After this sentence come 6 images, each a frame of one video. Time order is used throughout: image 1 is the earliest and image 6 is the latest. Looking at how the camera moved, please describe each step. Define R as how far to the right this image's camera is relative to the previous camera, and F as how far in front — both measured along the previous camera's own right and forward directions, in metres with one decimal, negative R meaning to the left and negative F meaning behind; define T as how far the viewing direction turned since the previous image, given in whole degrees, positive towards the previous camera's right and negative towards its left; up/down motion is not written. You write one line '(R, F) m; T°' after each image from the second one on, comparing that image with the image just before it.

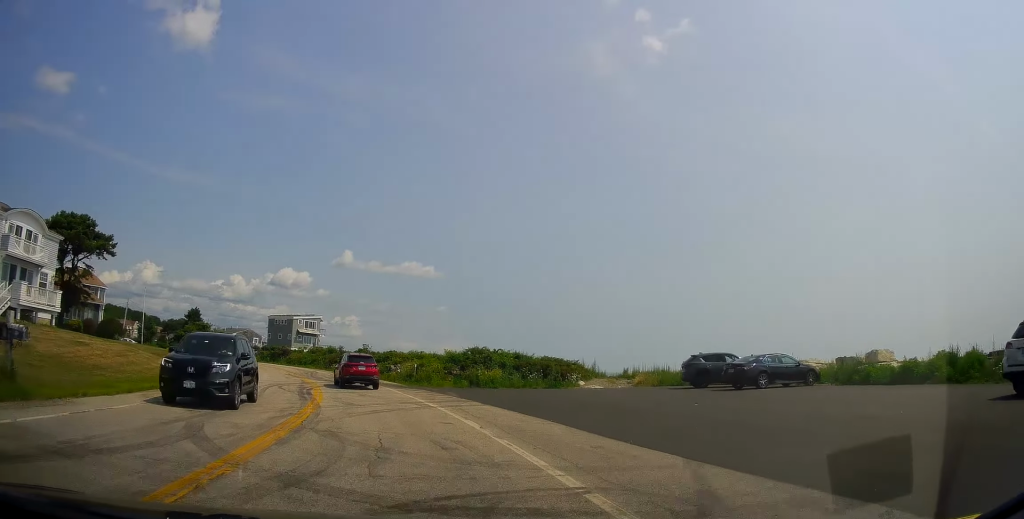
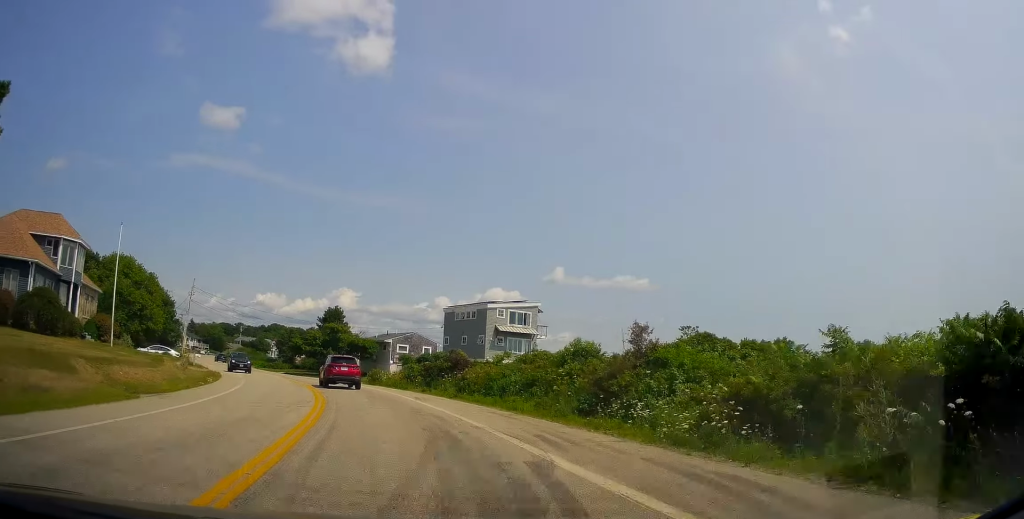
(-9.1, +43.4) m; -23°
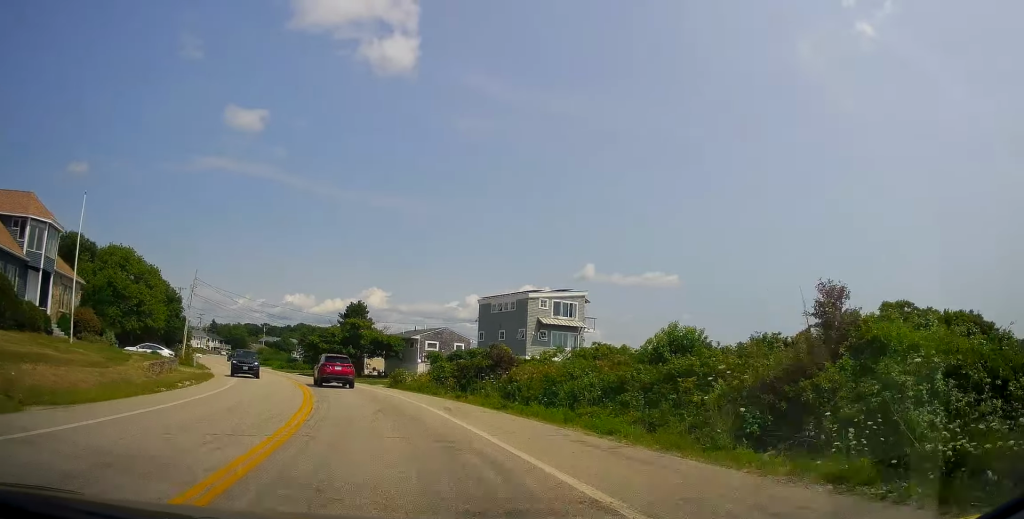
(-0.2, +7.2) m; -3°
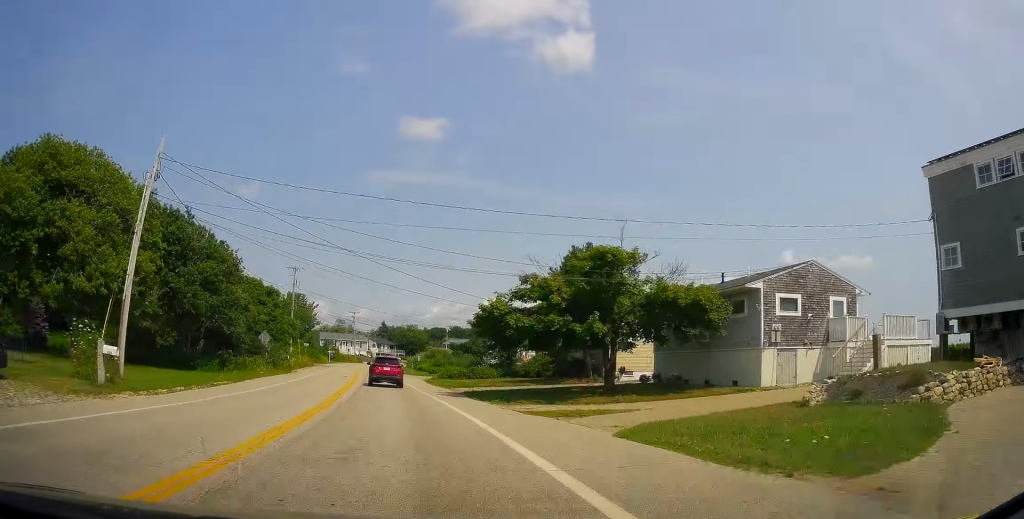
(-6.9, +38.1) m; -17°
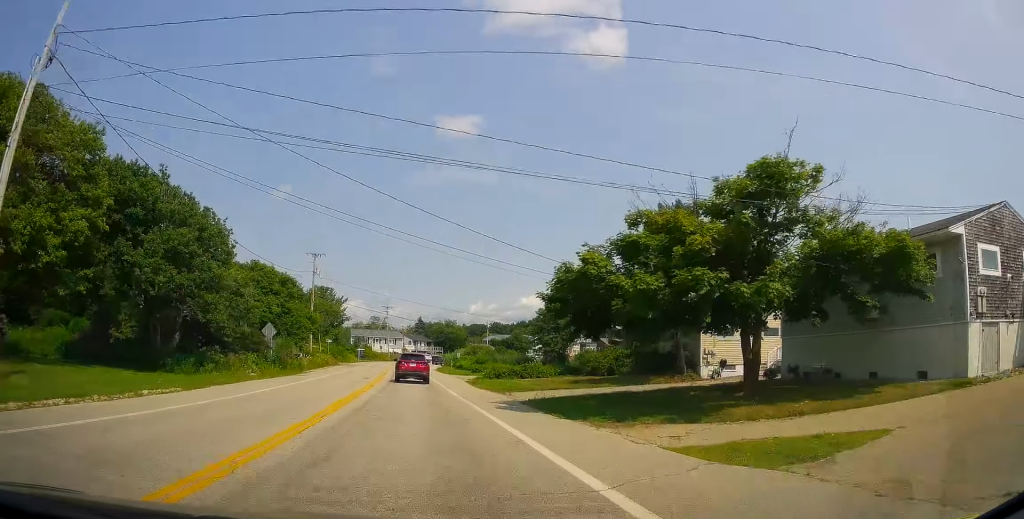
(+0.2, +10.2) m; -2°
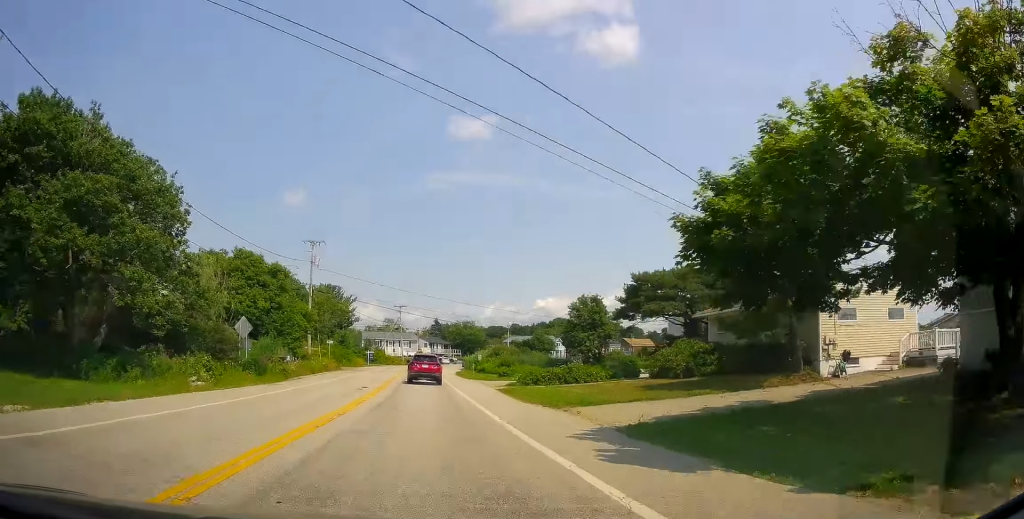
(-0.1, +9.8) m; -2°
